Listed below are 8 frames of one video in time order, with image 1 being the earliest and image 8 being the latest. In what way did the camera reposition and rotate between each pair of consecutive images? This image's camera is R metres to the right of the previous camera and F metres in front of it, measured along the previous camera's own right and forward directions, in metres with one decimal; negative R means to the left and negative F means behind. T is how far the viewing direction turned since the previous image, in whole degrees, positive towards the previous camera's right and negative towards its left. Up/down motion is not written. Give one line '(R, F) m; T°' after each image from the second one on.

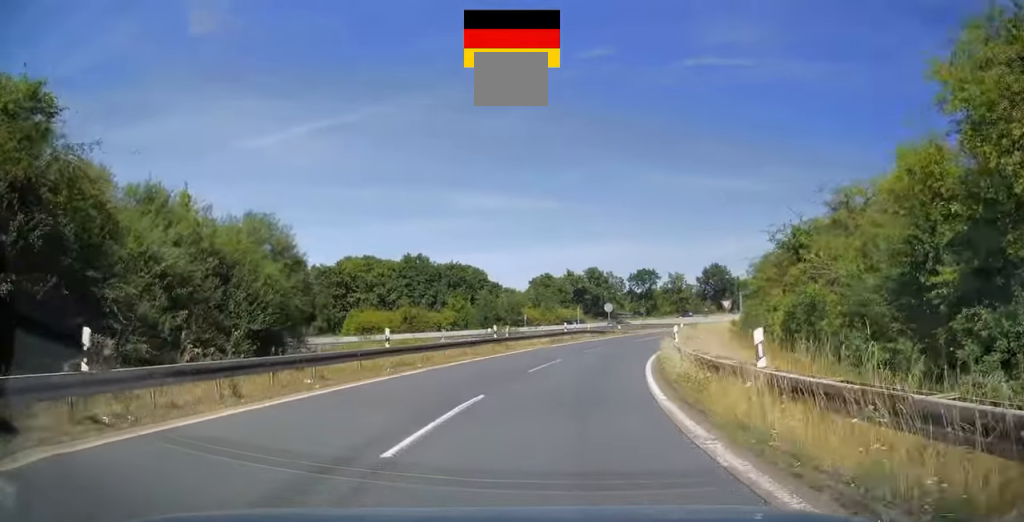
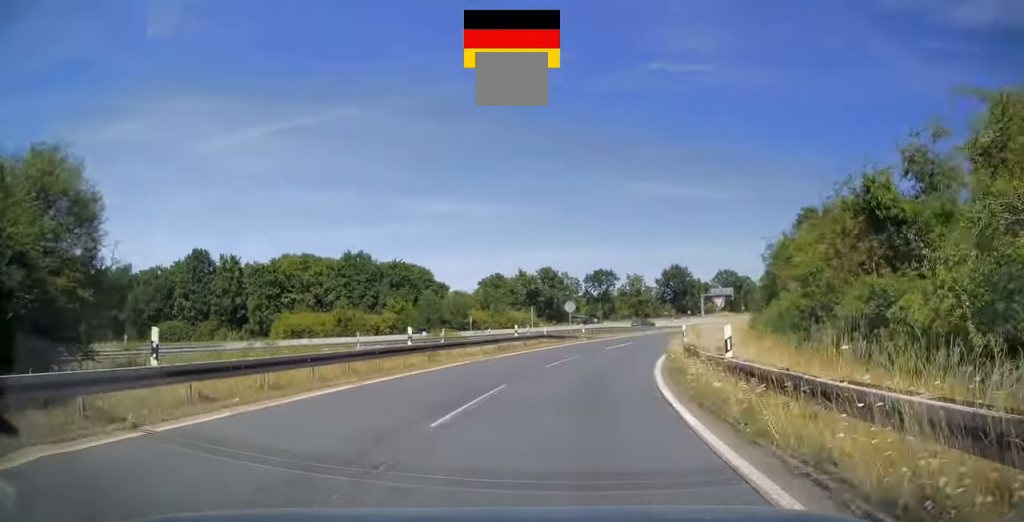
(+0.5, +10.6) m; +4°
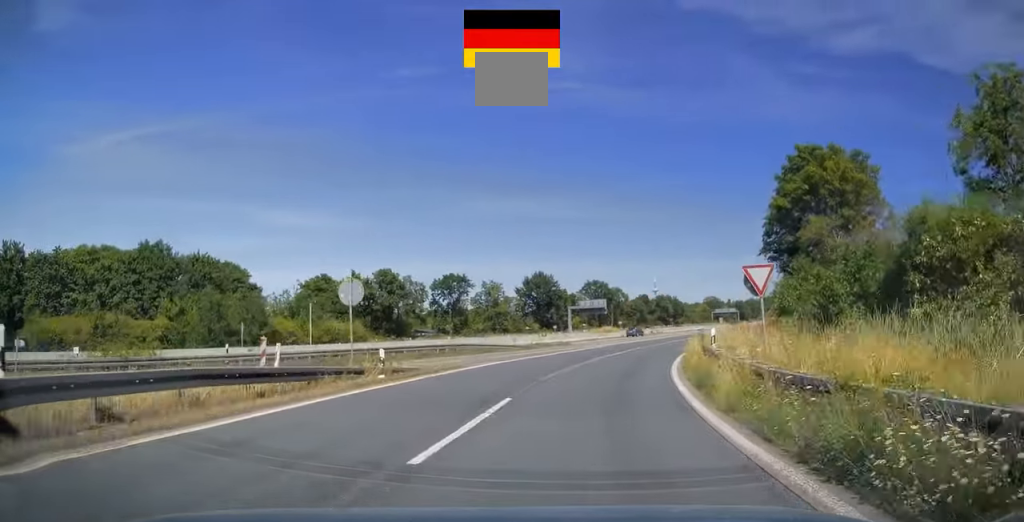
(+2.8, +26.8) m; +13°
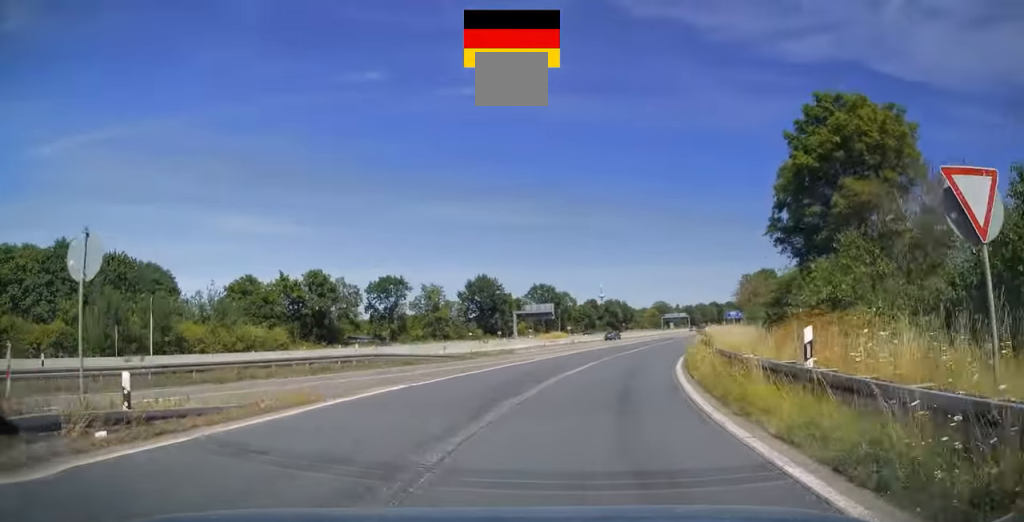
(+0.5, +9.2) m; +4°
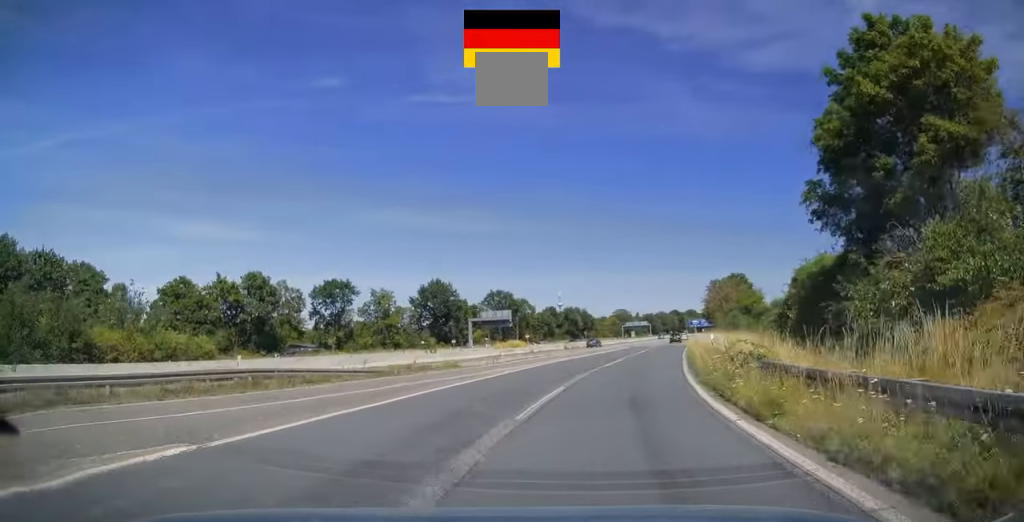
(+0.1, +8.2) m; +4°
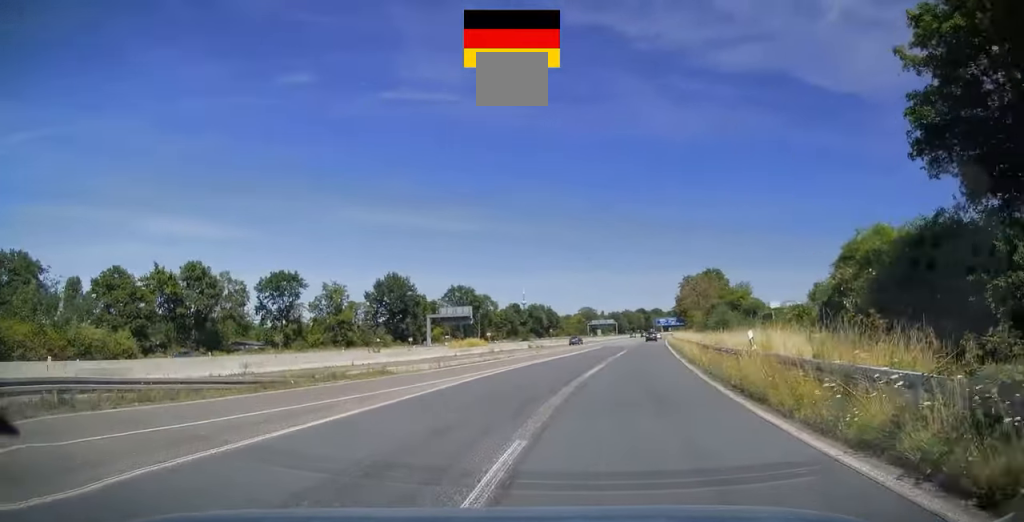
(+0.2, +8.2) m; +4°
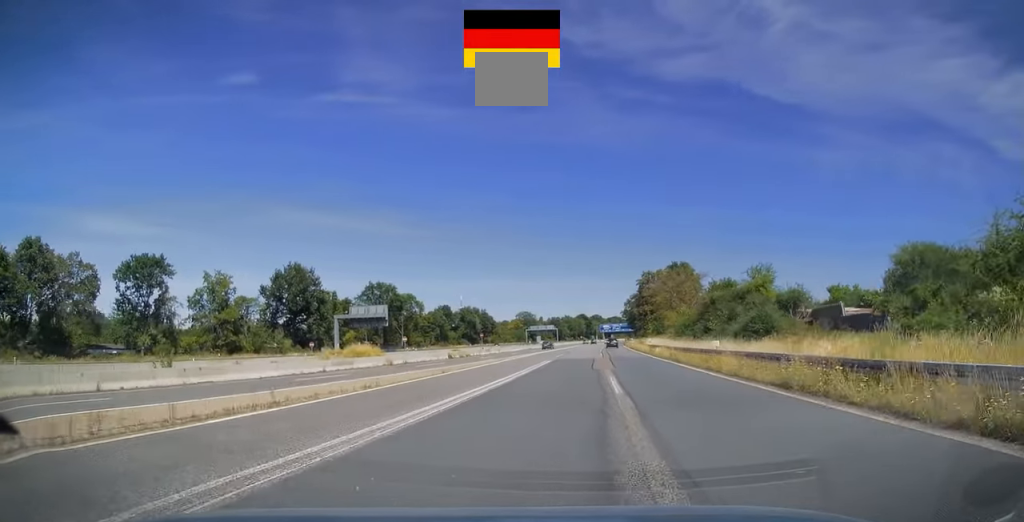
(+2.2, +23.3) m; +8°
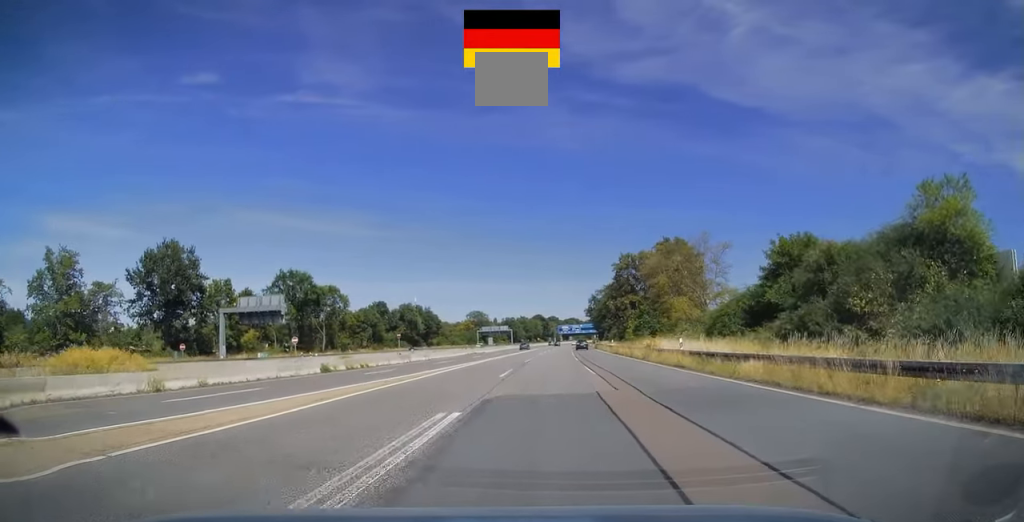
(+1.1, +27.9) m; +4°
